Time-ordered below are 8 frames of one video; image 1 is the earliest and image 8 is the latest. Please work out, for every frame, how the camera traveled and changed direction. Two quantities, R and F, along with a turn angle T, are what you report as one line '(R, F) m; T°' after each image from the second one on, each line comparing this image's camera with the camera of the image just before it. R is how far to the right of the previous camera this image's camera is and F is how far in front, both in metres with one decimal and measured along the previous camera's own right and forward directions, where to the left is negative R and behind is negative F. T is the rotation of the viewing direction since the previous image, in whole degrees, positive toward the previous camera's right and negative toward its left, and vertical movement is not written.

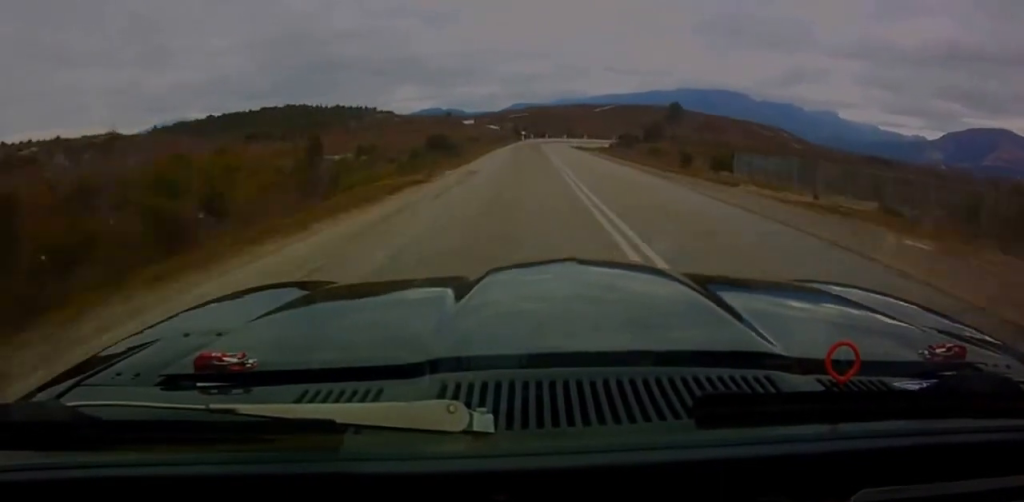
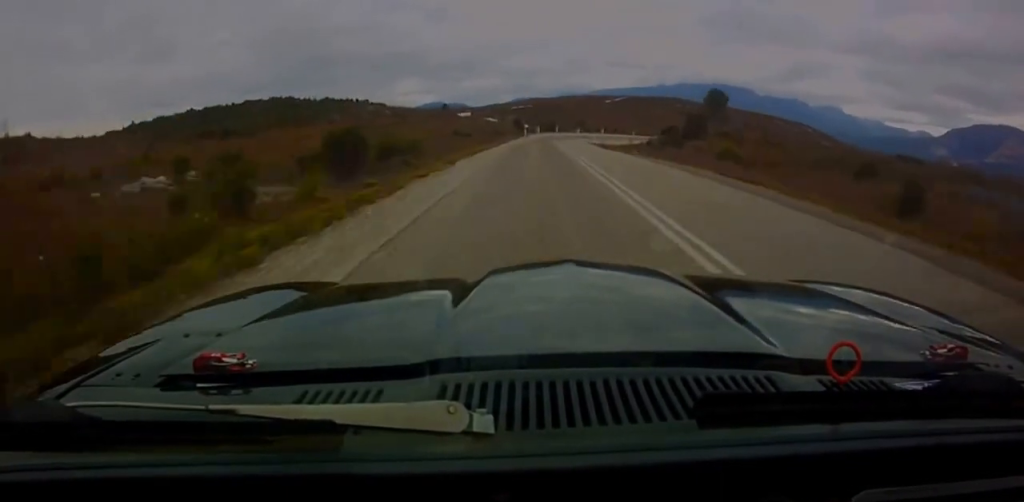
(-0.1, +25.2) m; +1°
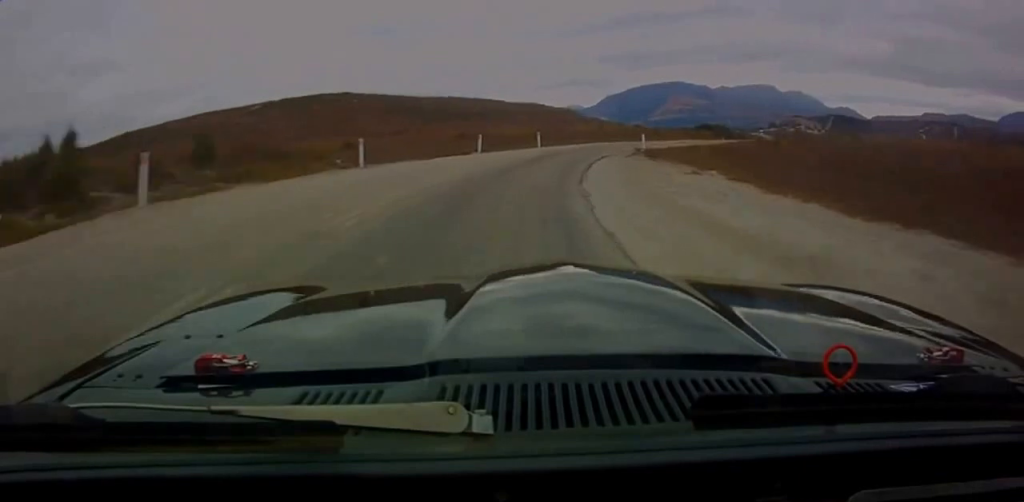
(+24.8, +110.6) m; +31°
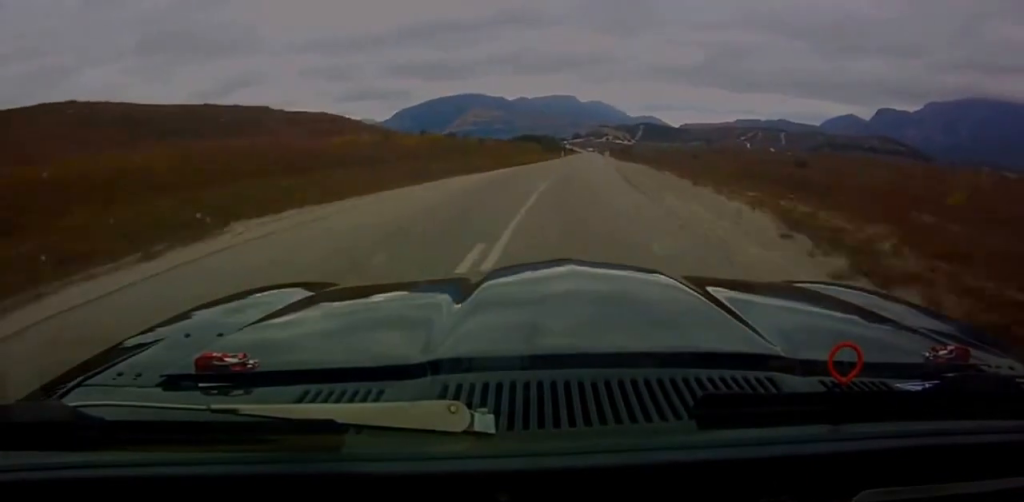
(+7.9, +45.0) m; +18°
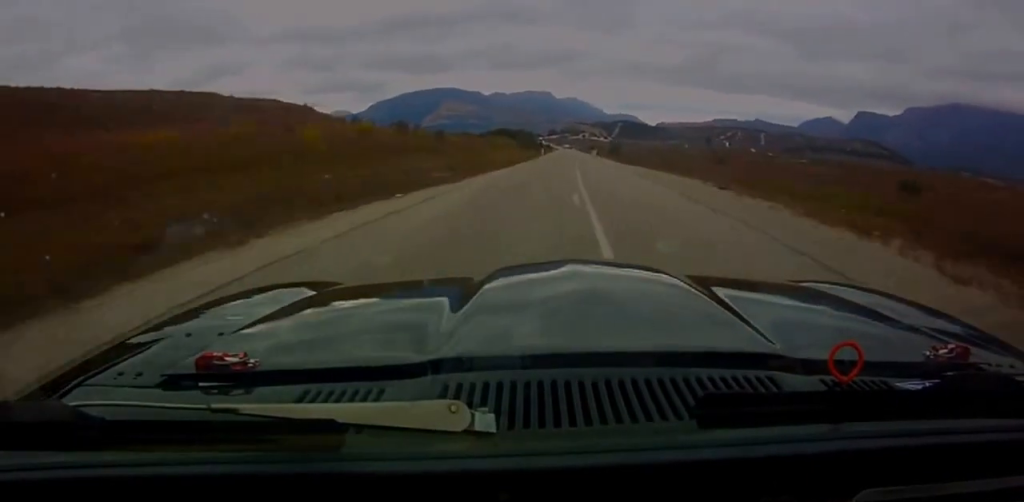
(0.0, +17.8) m; +6°
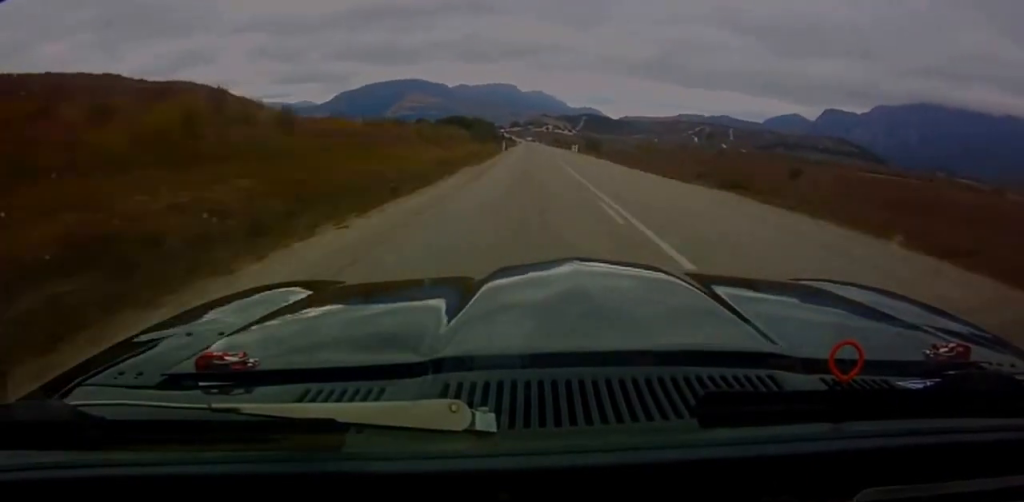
(+2.8, +30.0) m; +4°
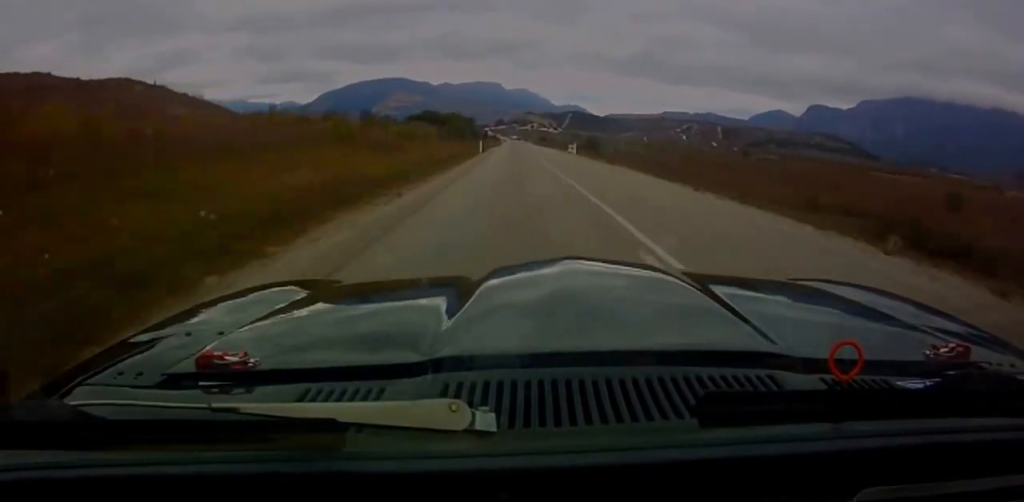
(+0.5, +19.2) m; +2°
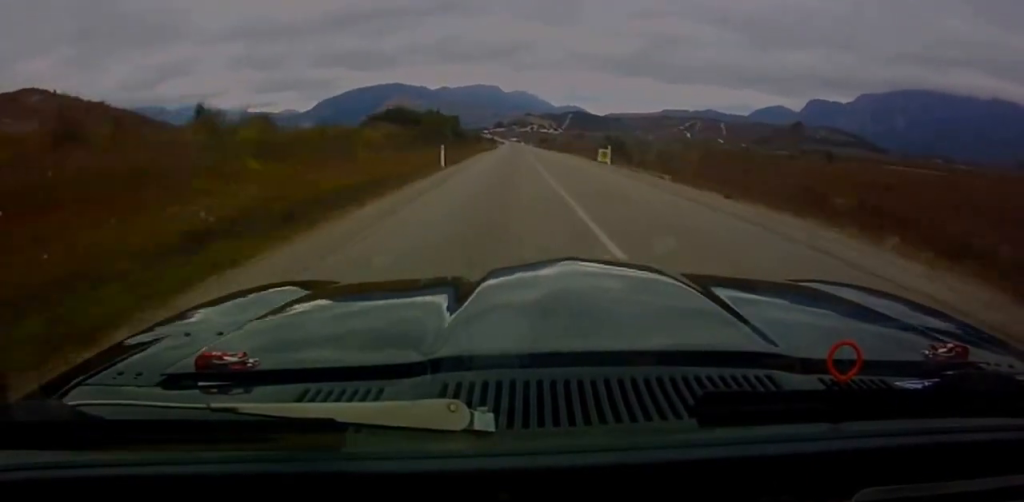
(+0.3, +28.2) m; -1°
